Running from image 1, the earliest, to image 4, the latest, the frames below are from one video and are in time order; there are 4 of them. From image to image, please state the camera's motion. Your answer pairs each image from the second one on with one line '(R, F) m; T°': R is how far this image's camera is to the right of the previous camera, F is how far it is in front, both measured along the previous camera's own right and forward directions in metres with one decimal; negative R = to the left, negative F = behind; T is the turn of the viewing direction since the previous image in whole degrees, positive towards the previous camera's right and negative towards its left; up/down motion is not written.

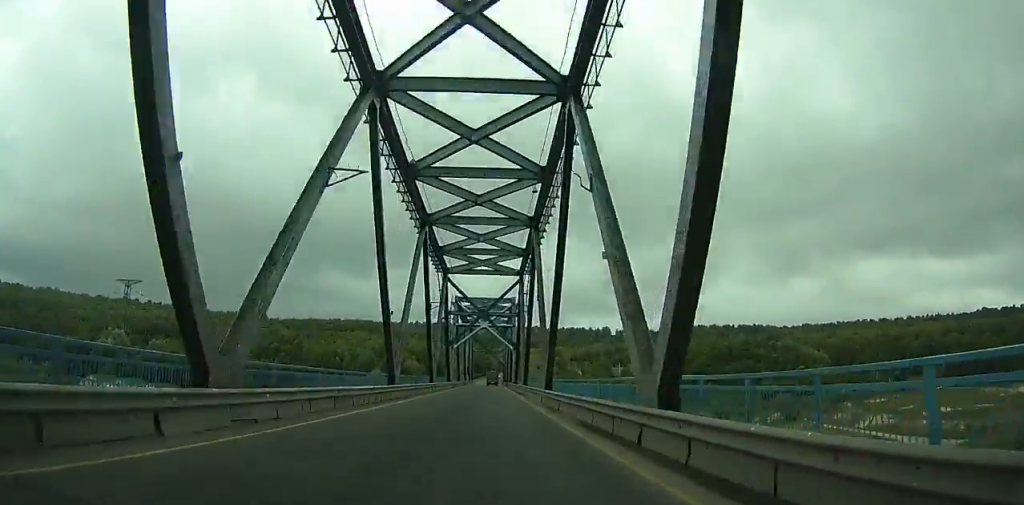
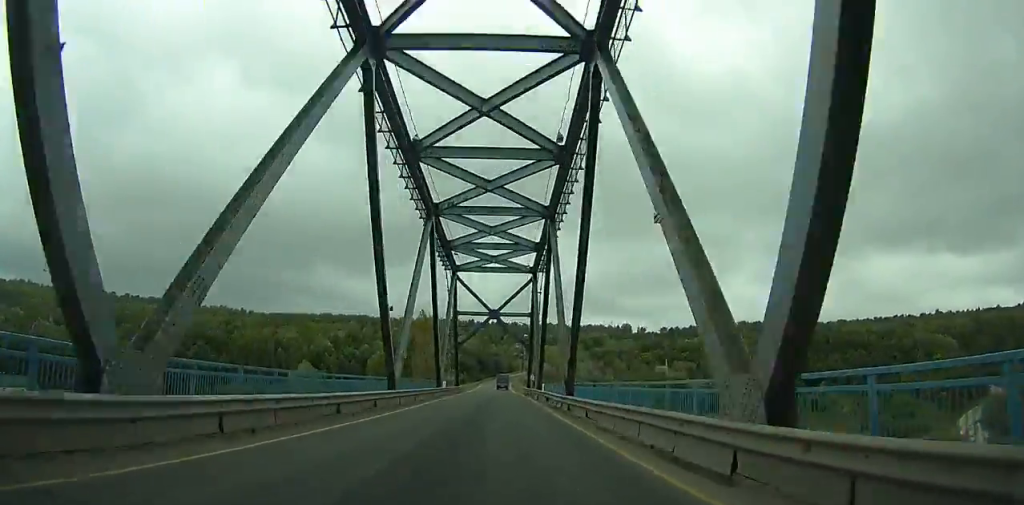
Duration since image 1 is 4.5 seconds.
(-0.8, +88.8) m; 0°
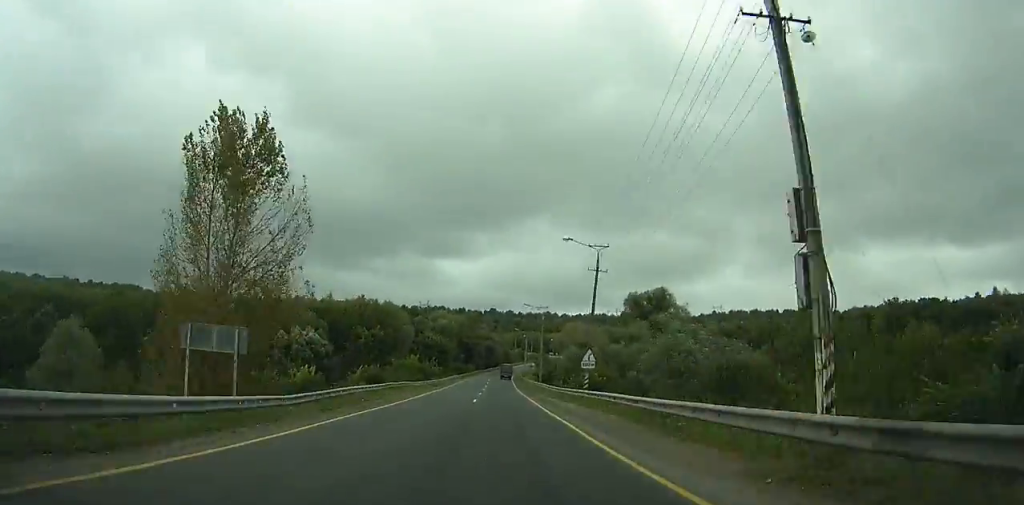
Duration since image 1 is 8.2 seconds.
(+0.7, +72.8) m; +1°
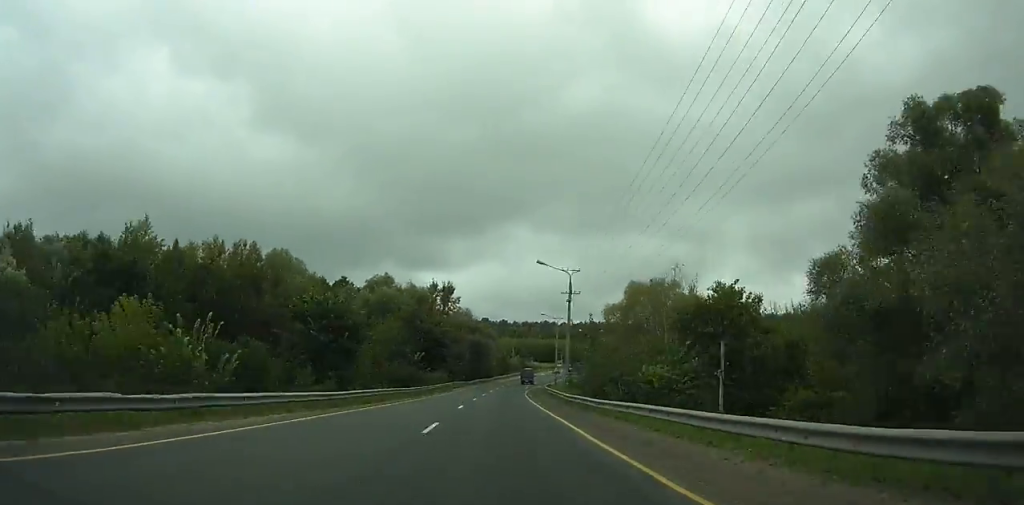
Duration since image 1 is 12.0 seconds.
(+0.5, +73.8) m; +1°
